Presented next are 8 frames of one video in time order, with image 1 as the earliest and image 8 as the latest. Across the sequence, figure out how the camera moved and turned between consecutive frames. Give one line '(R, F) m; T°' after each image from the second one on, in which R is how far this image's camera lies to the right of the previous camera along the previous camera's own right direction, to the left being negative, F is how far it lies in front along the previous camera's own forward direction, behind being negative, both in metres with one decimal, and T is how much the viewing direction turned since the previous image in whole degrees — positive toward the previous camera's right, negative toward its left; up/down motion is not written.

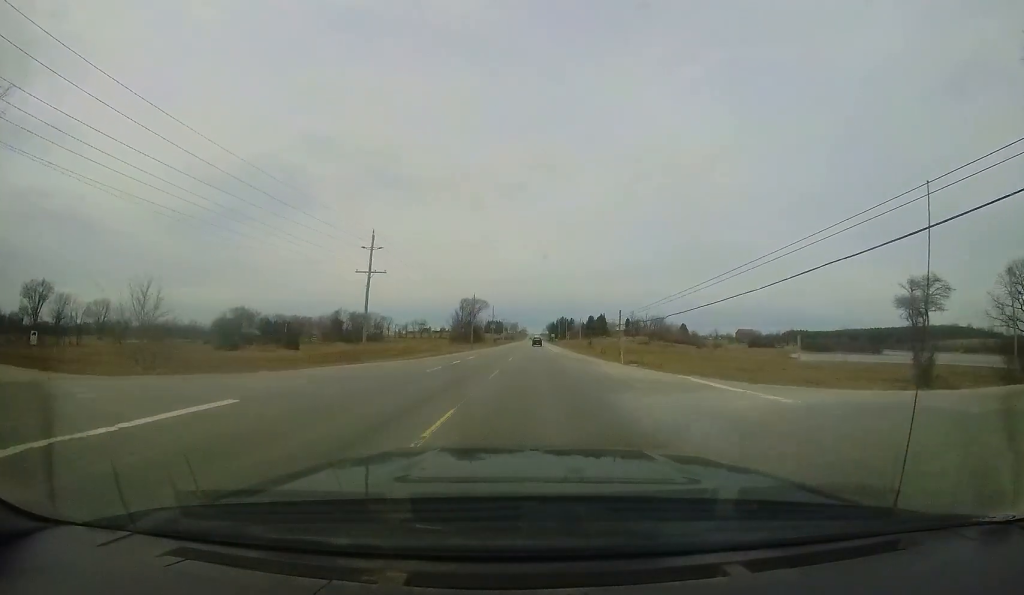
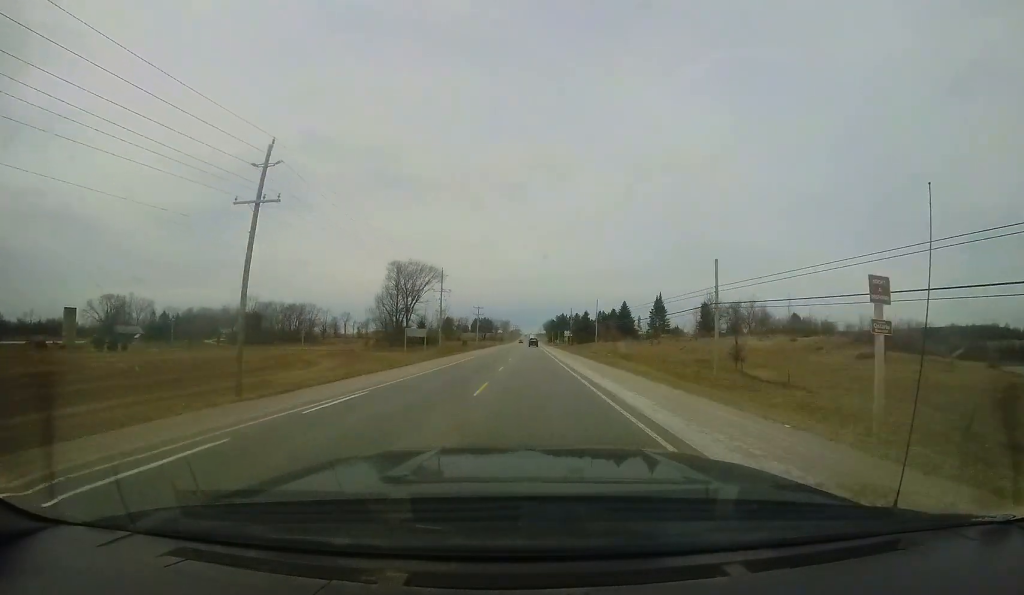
(-0.8, +70.0) m; +1°
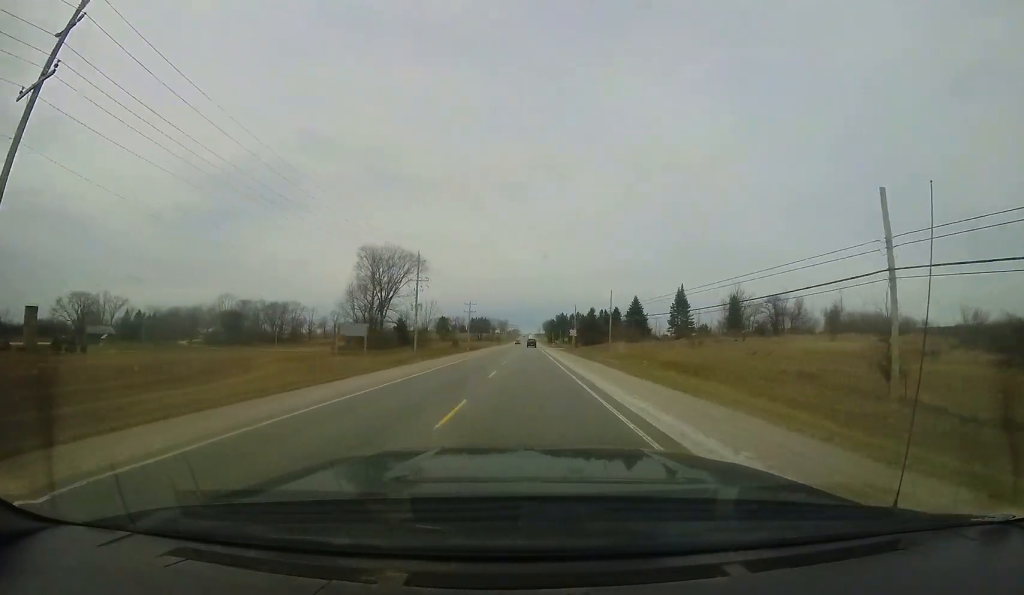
(0.0, +12.7) m; +1°
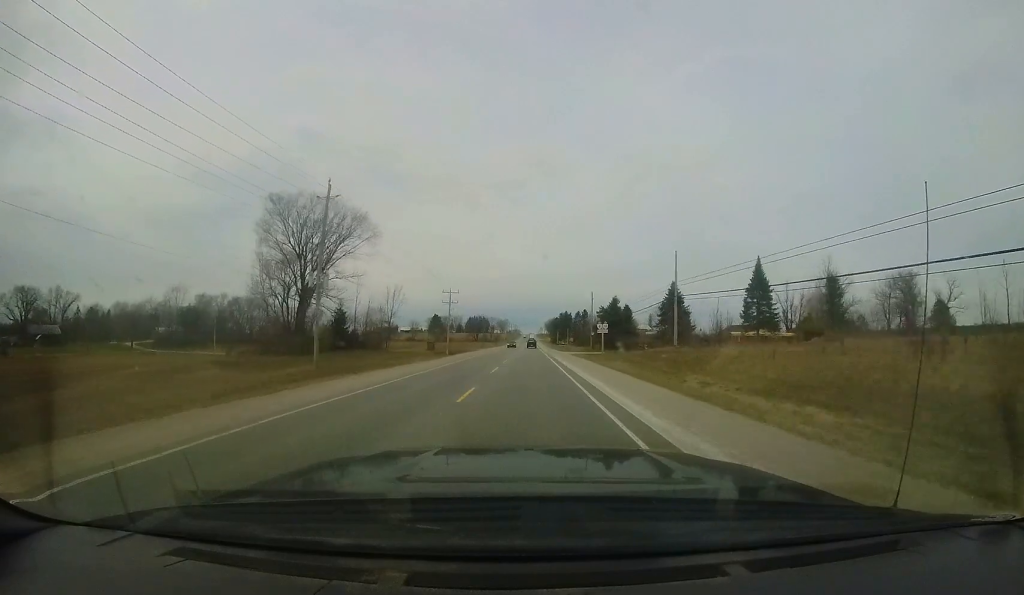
(+0.4, +24.3) m; 0°
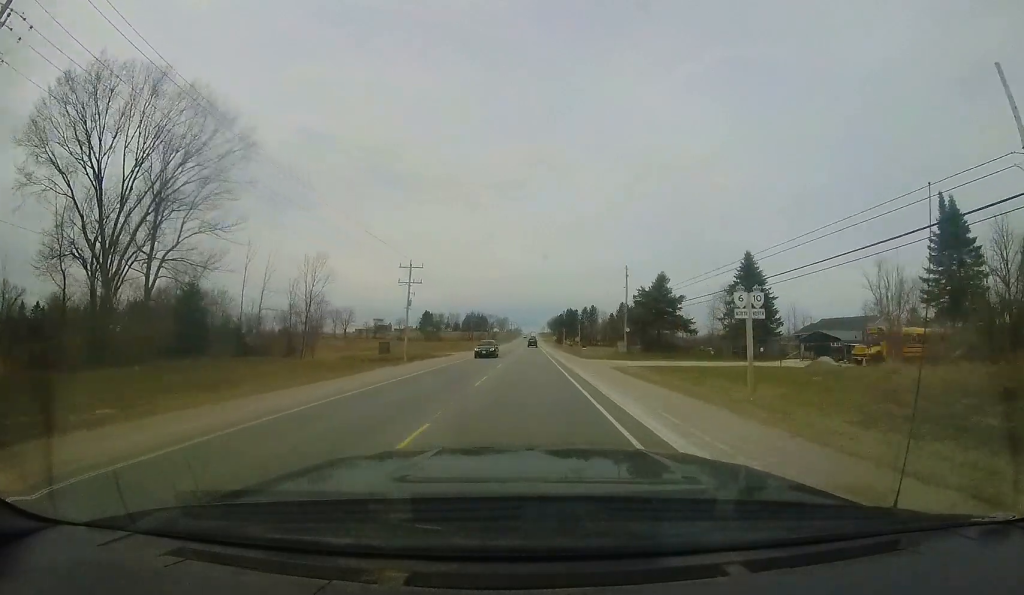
(-0.4, +24.2) m; 0°
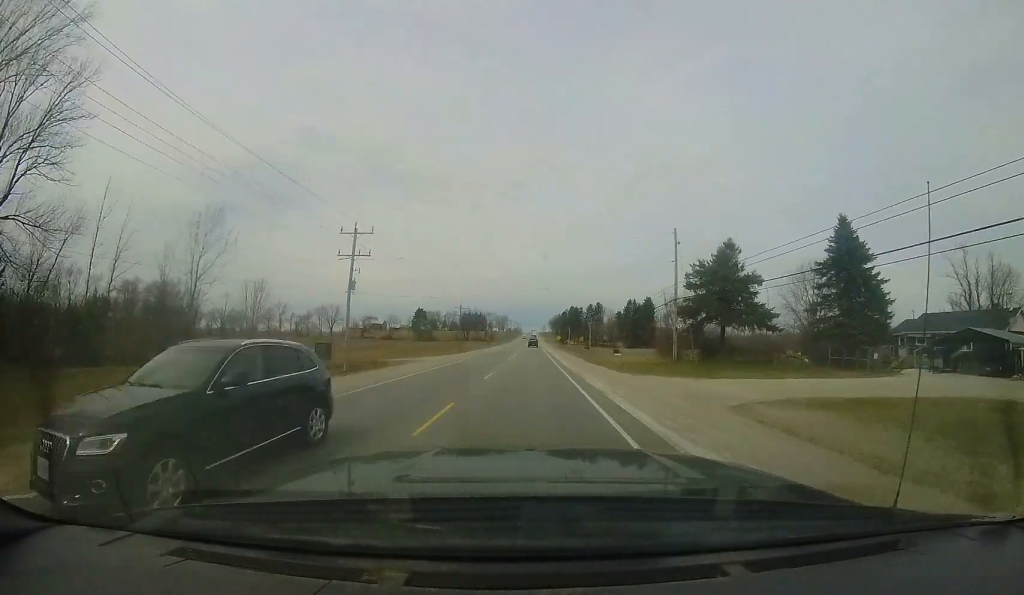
(+0.2, +15.3) m; 0°
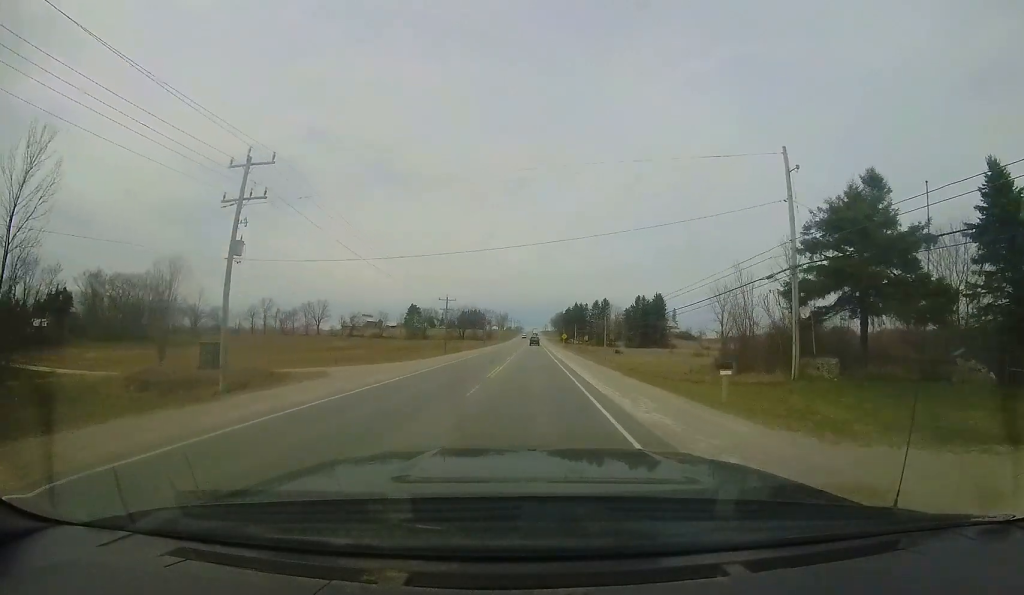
(0.0, +13.9) m; 0°
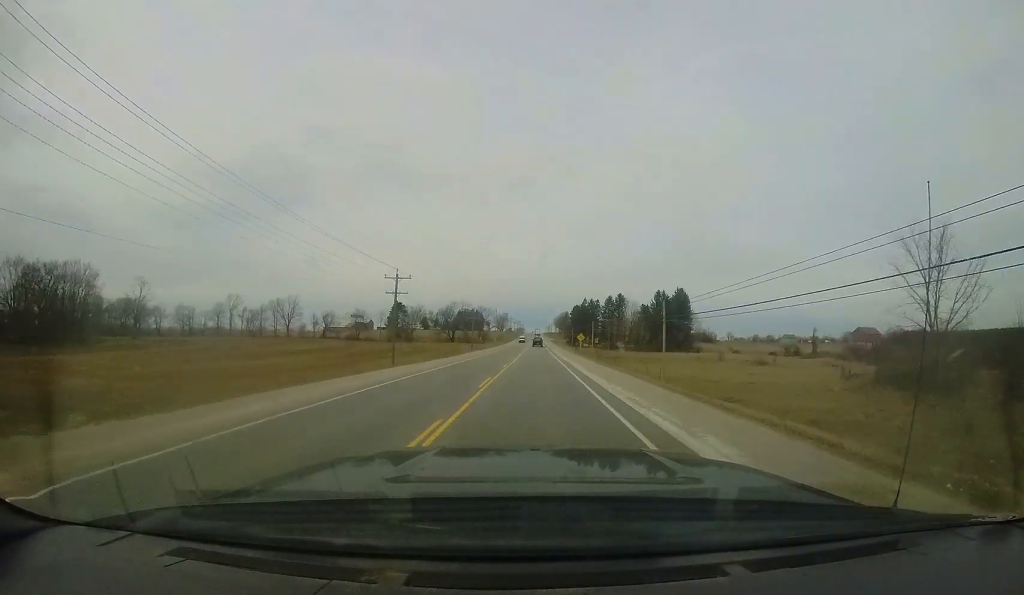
(-0.2, +25.5) m; -1°
